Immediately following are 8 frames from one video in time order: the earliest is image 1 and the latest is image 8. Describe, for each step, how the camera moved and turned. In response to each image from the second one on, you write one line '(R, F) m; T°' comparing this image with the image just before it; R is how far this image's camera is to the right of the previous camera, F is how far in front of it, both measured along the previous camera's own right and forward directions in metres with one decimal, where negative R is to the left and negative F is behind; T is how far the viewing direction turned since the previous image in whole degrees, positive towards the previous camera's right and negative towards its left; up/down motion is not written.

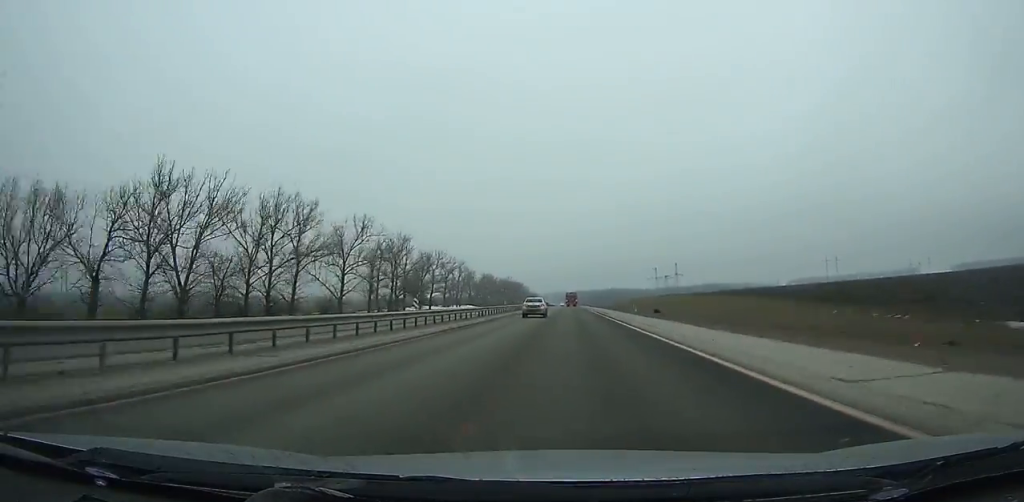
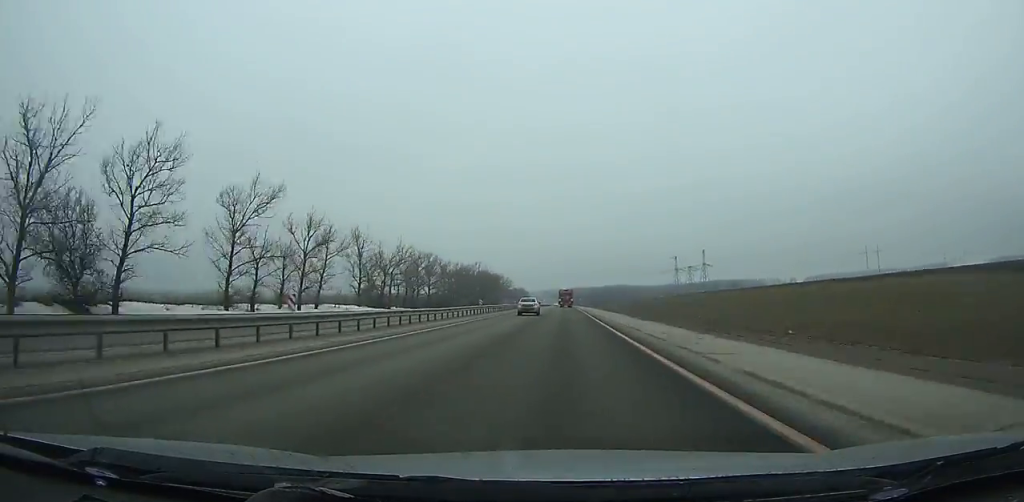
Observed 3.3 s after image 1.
(+0.2, +92.0) m; 0°
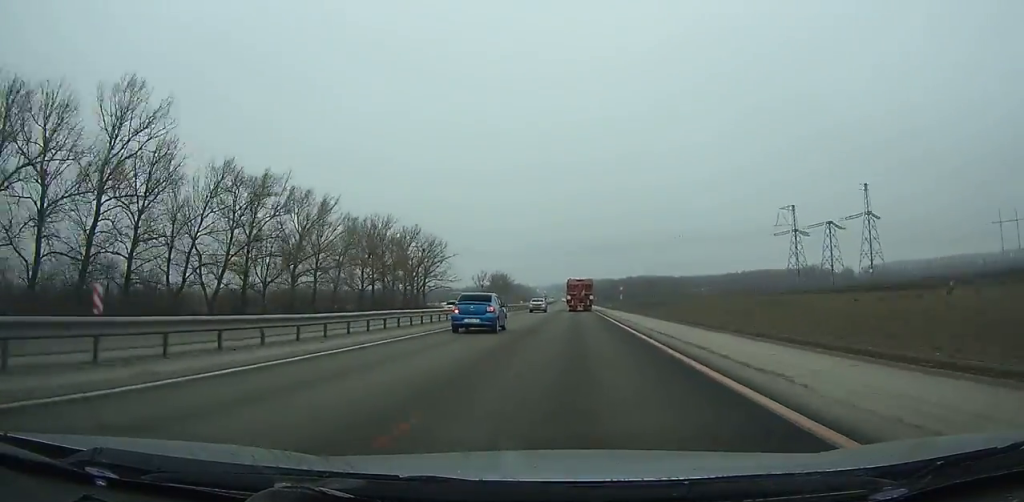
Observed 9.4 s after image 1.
(-2.0, +169.0) m; -1°
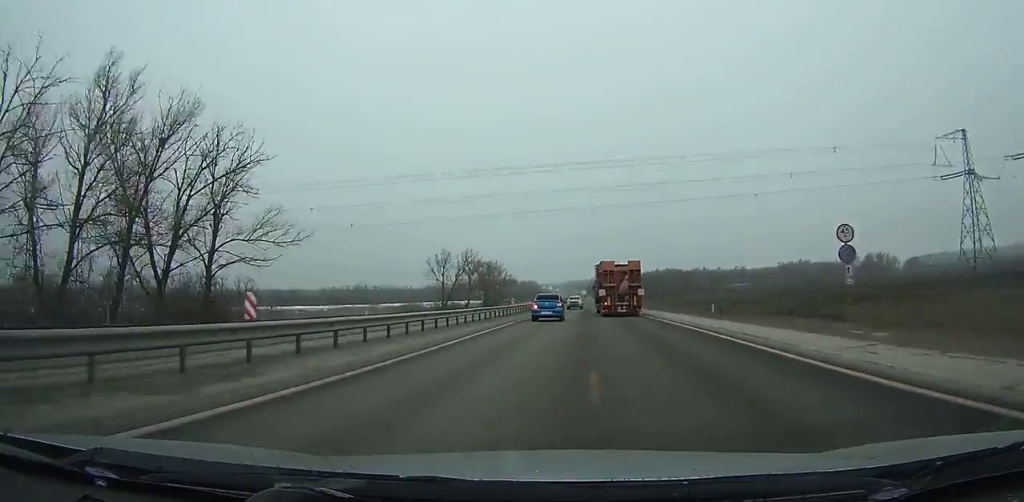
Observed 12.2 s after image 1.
(-0.3, +78.2) m; 0°
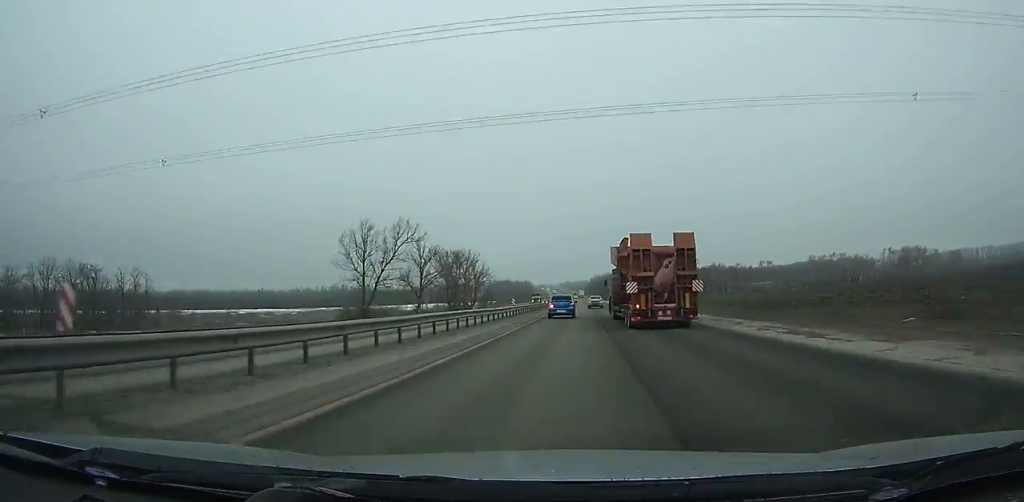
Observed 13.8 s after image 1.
(-0.2, +44.9) m; 0°
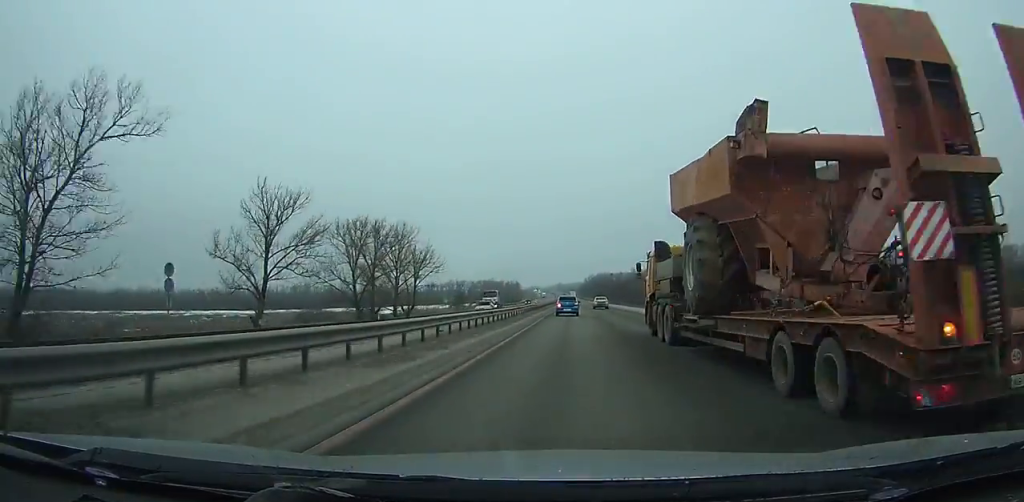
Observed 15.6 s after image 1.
(+0.4, +51.0) m; 0°
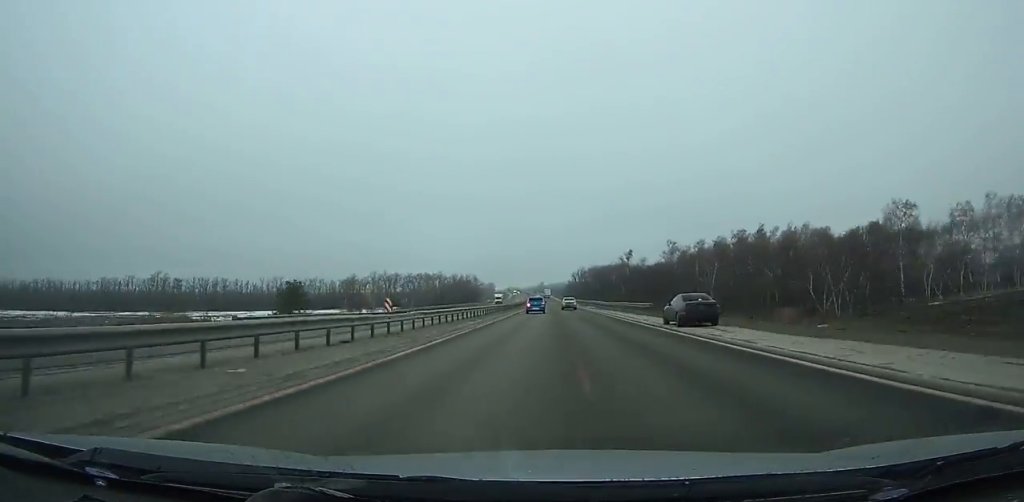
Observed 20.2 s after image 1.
(+0.5, +130.4) m; 0°
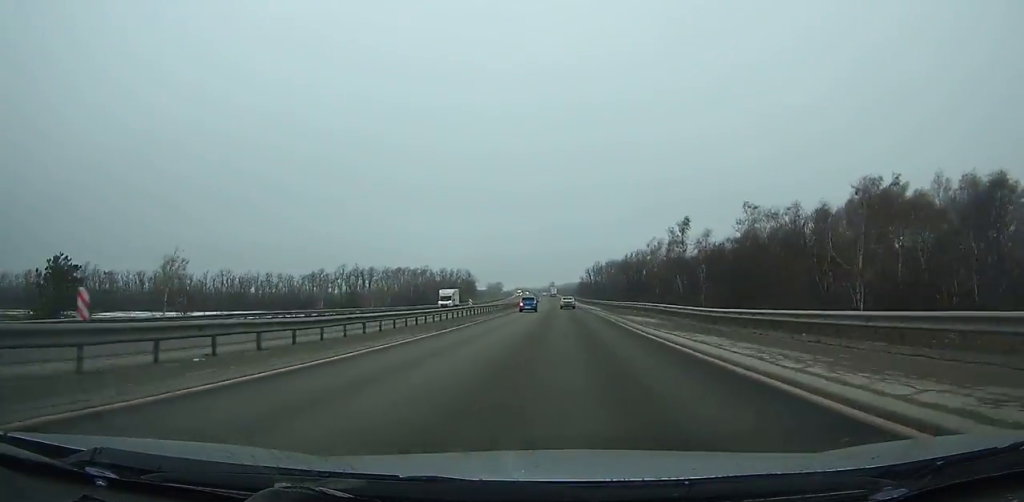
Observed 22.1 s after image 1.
(-0.2, +53.6) m; -1°
